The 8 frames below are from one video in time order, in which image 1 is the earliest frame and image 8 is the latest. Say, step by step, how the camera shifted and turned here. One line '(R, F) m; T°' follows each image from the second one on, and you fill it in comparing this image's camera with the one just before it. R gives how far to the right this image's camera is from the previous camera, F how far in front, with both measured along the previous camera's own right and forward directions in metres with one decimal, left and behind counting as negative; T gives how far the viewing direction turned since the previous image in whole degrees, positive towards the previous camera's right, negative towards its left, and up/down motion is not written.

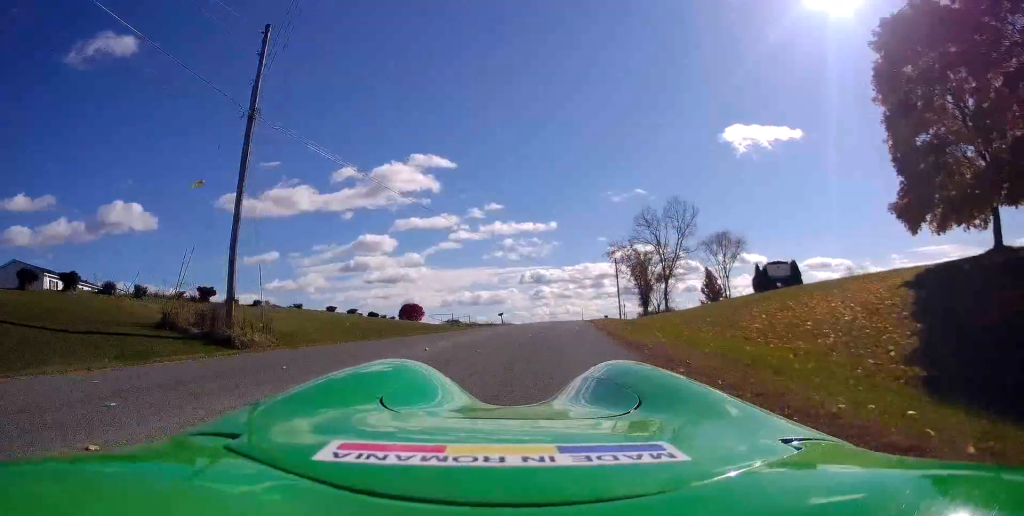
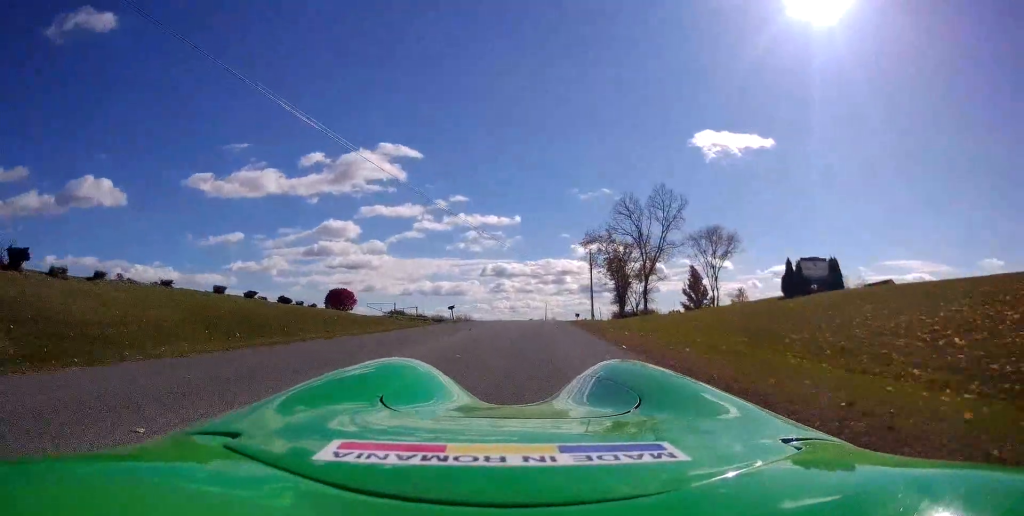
(+0.4, +12.8) m; +4°
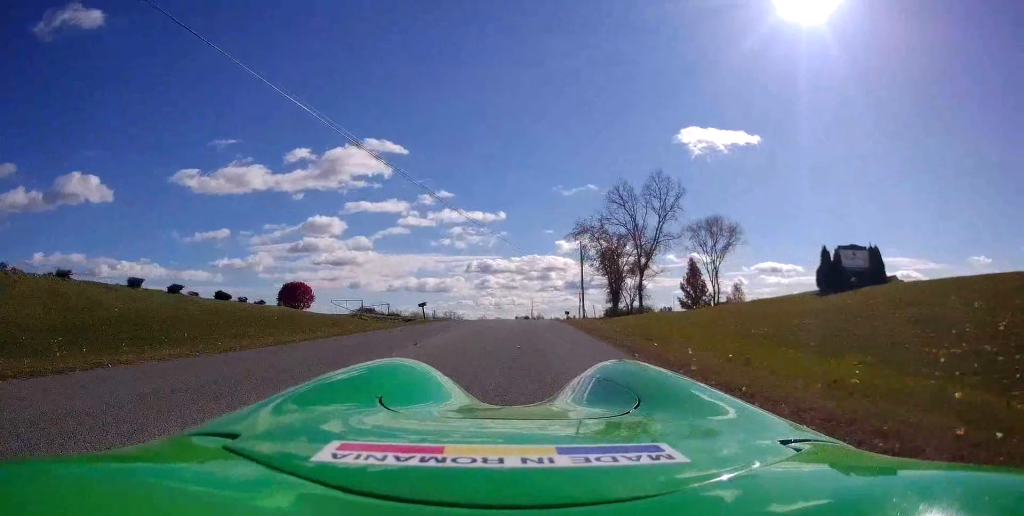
(+0.3, +7.3) m; +3°
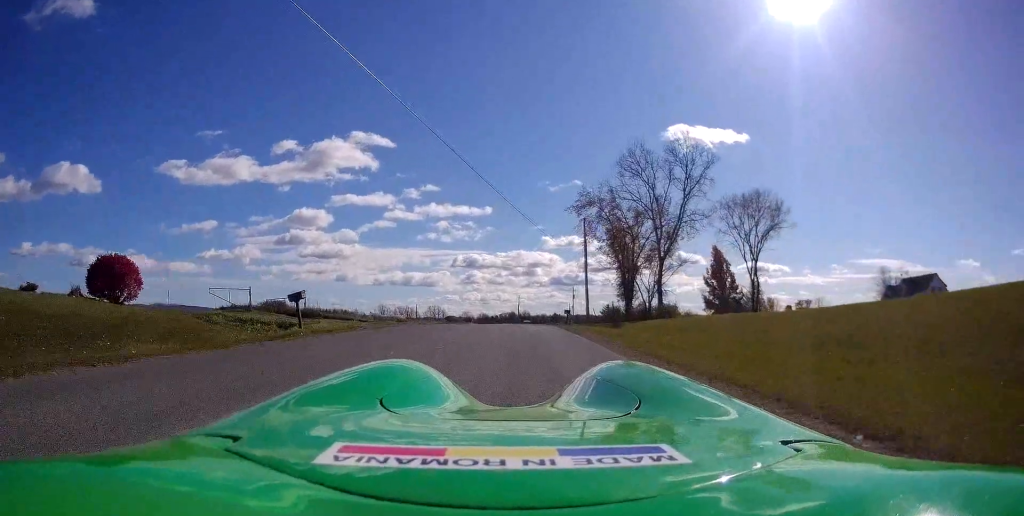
(+0.9, +20.0) m; +3°
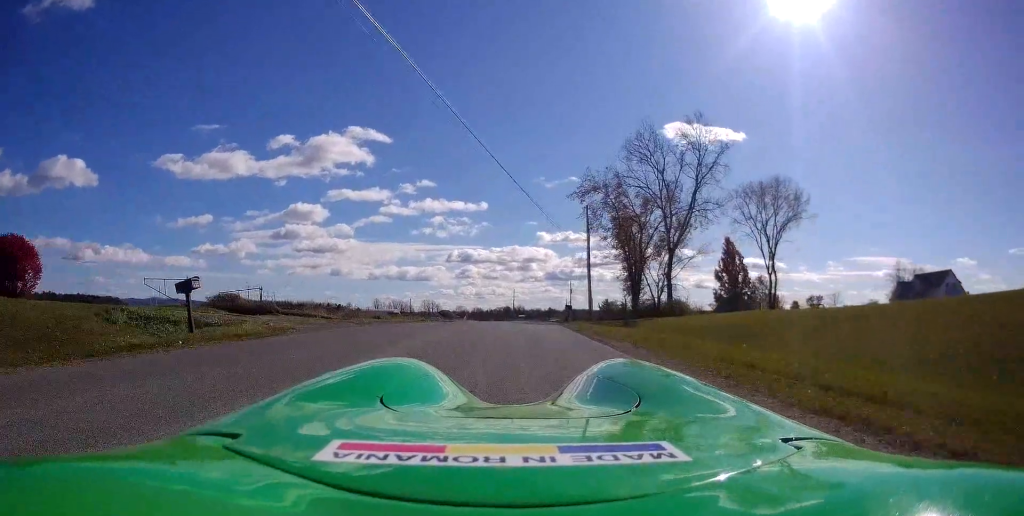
(0.0, +6.3) m; 0°
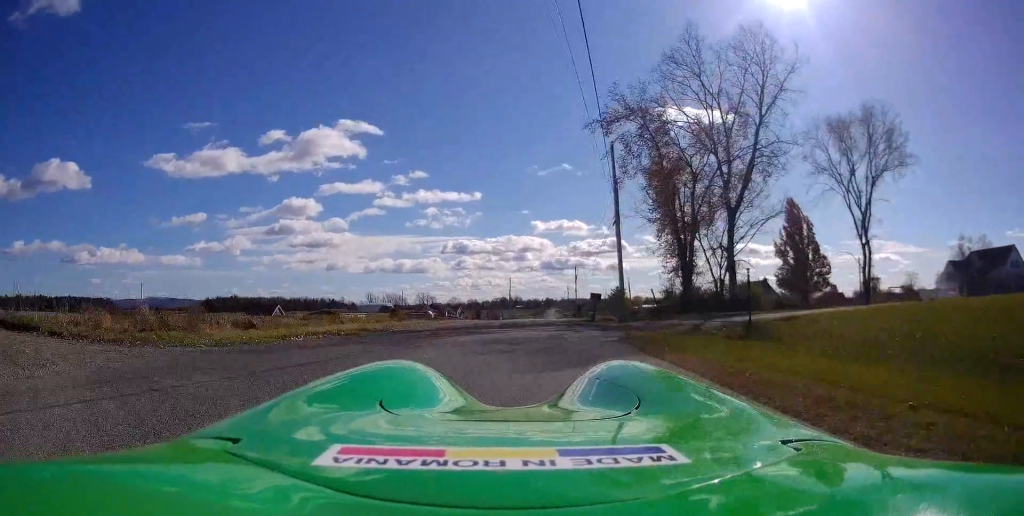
(+0.1, +19.3) m; -1°
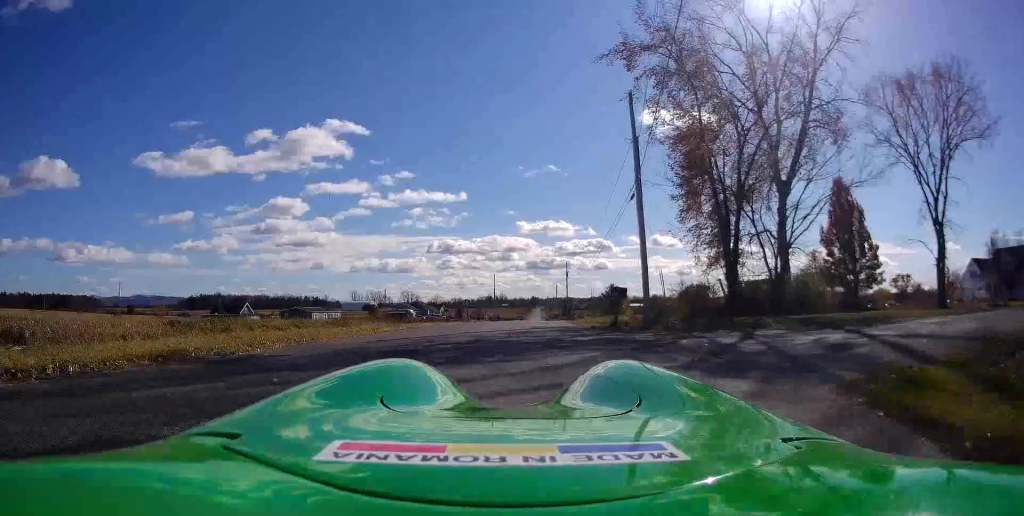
(-0.1, +11.0) m; +1°
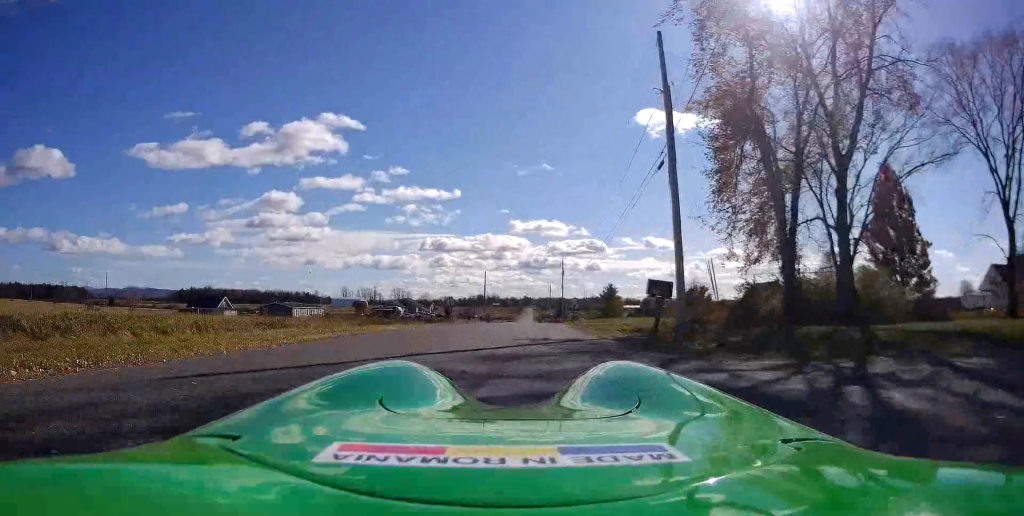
(+0.1, +7.1) m; +2°
